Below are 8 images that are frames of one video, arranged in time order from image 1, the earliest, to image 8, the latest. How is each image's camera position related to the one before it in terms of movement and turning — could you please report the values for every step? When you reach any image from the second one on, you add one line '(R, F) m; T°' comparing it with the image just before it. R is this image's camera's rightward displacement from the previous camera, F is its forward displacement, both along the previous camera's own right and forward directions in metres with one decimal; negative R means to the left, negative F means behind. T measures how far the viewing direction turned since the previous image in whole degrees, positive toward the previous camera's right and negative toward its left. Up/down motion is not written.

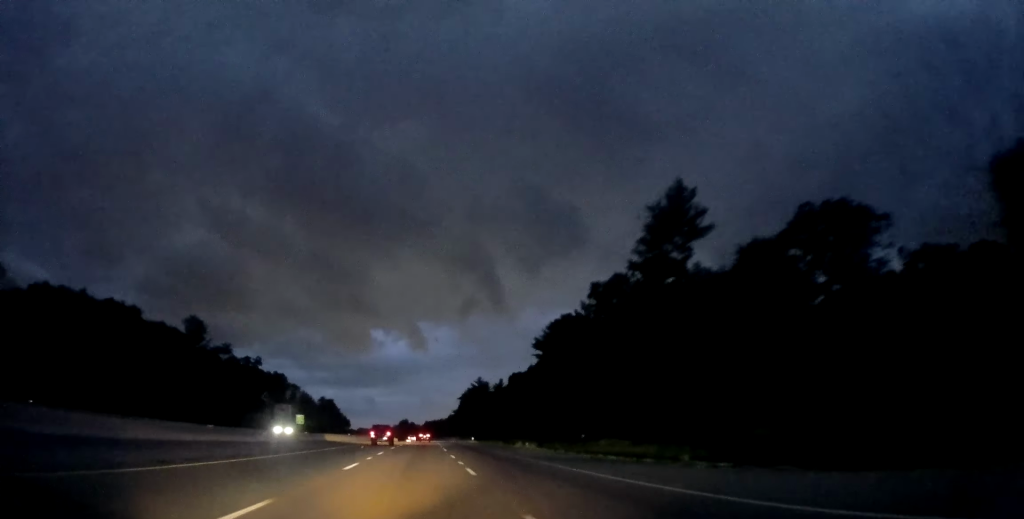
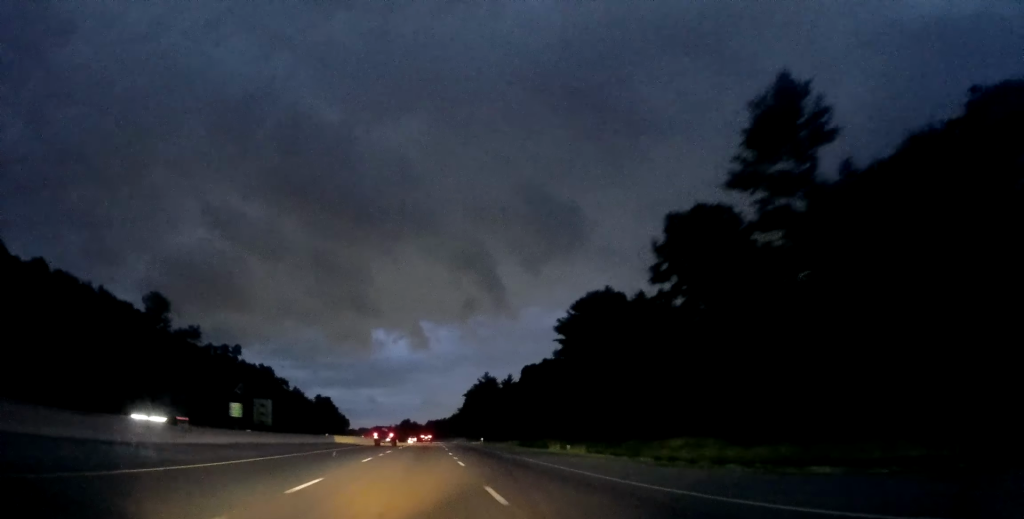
(-0.2, +19.8) m; 0°
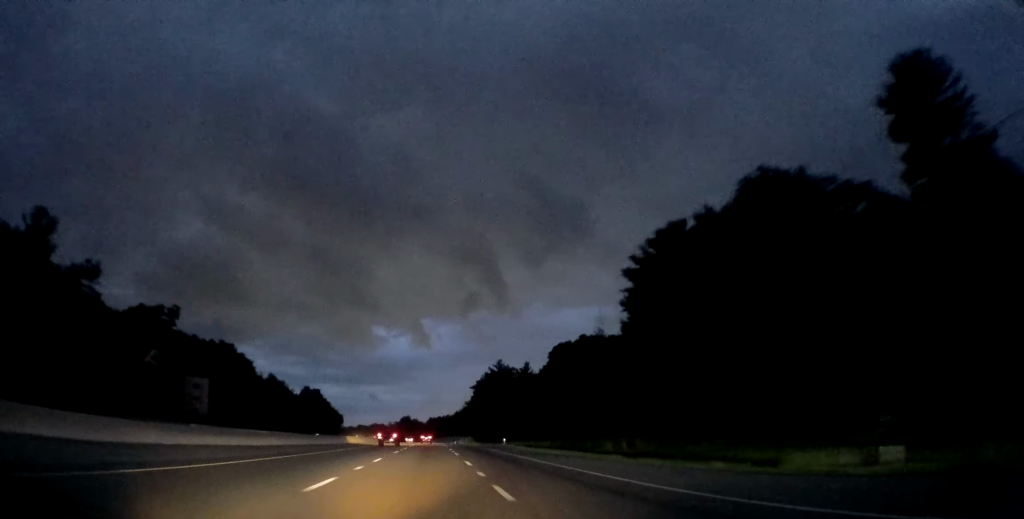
(+0.2, +35.5) m; 0°
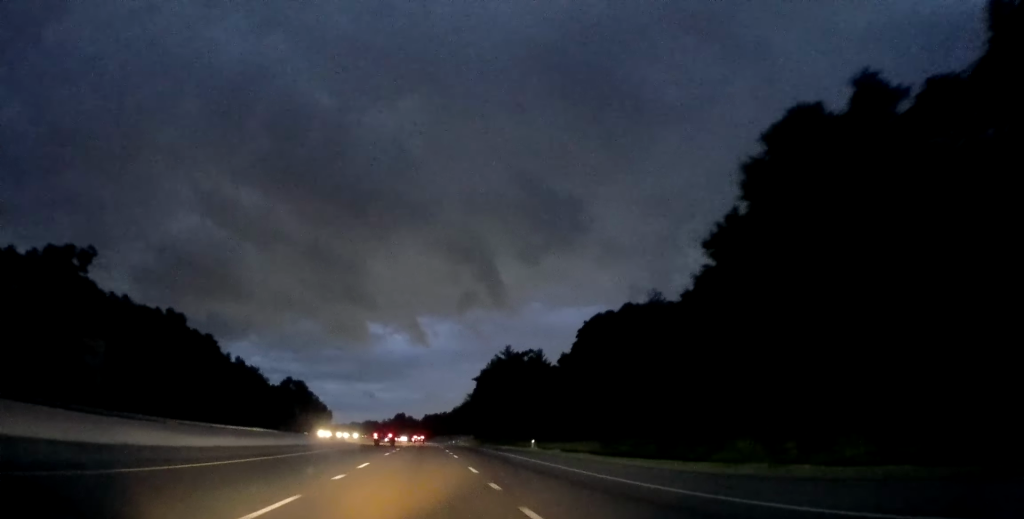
(0.0, +28.2) m; 0°
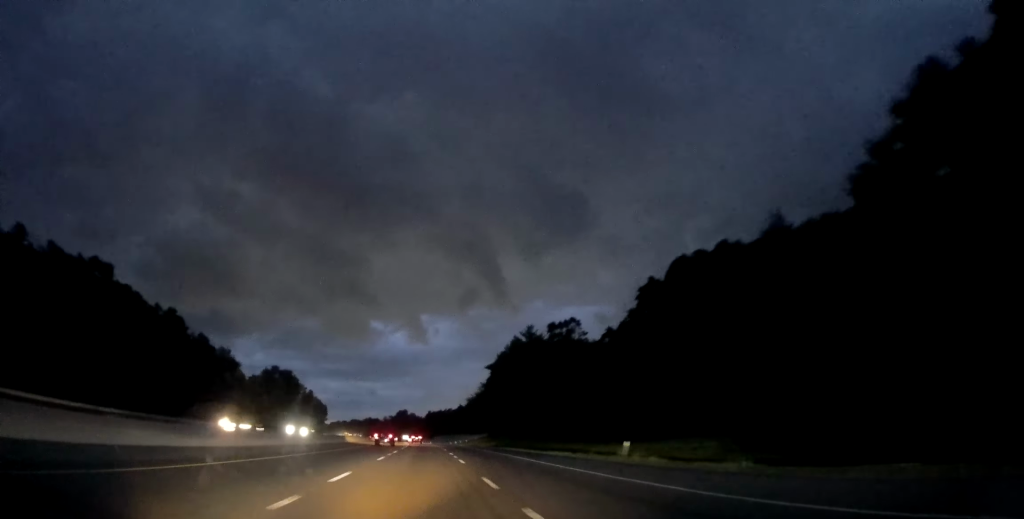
(0.0, +29.3) m; 0°
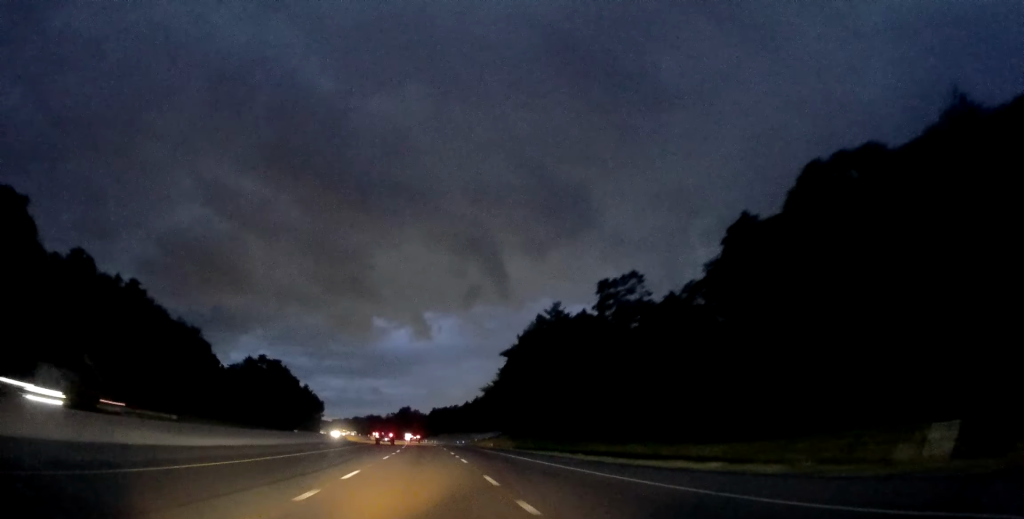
(-0.2, +23.1) m; 0°
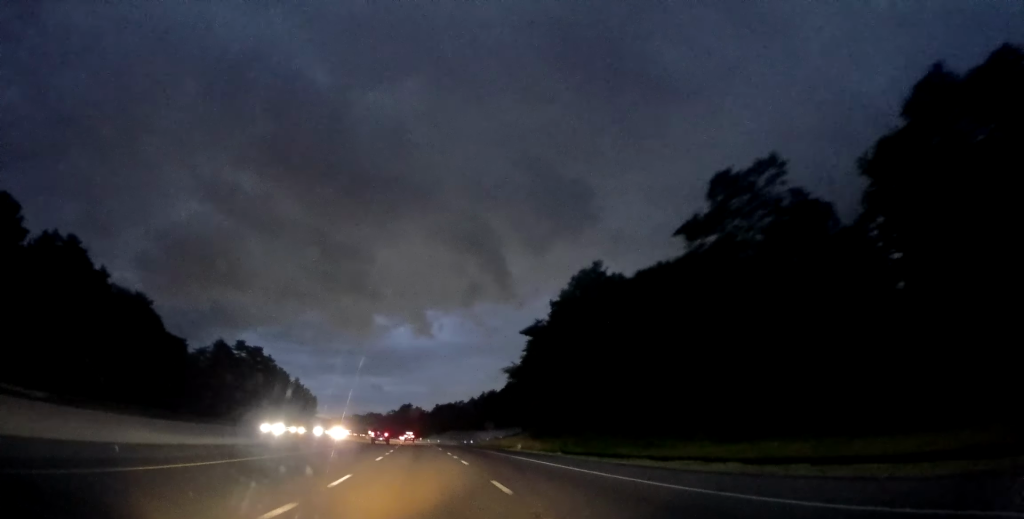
(0.0, +26.4) m; +2°
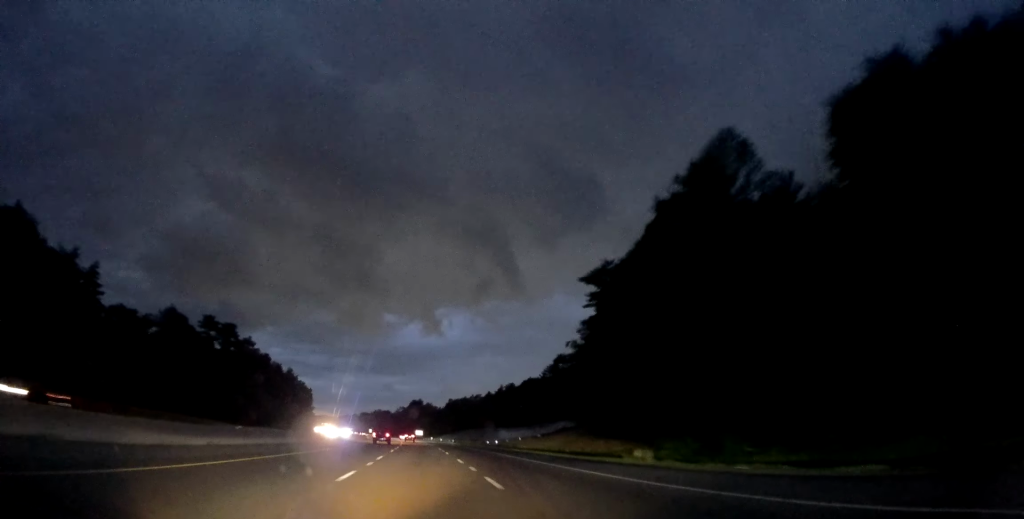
(+1.0, +34.9) m; -1°
